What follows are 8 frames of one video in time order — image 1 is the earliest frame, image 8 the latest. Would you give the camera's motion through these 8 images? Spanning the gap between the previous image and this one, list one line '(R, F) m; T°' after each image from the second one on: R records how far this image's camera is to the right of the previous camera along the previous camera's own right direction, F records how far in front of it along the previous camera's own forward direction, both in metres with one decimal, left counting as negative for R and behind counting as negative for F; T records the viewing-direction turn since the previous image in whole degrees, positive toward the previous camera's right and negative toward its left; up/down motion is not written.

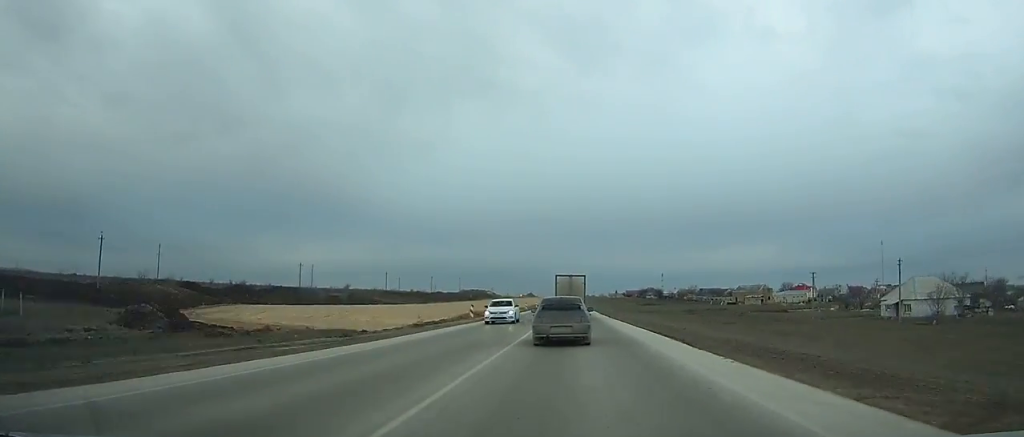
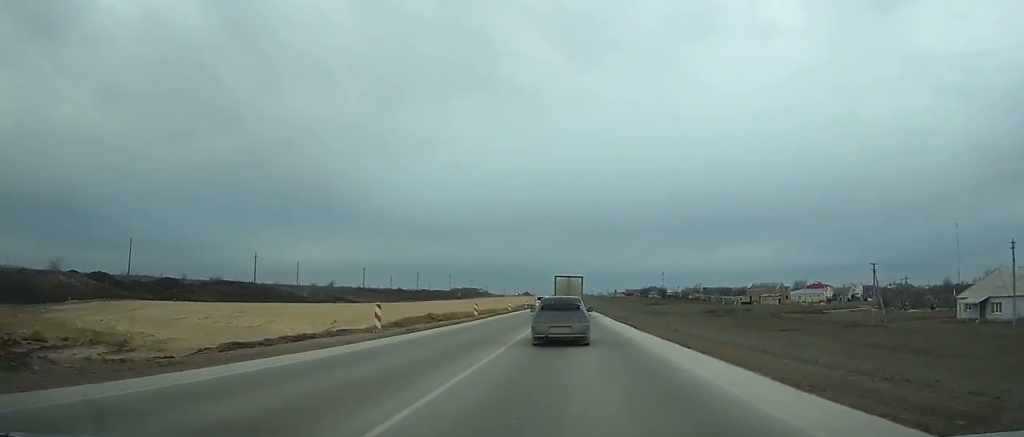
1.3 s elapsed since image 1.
(-0.1, +21.6) m; 0°
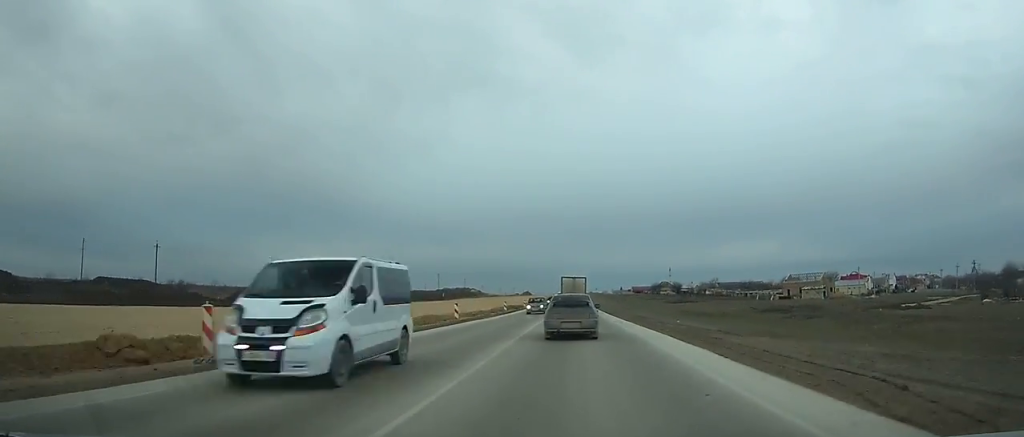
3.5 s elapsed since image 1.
(+0.3, +37.0) m; 0°
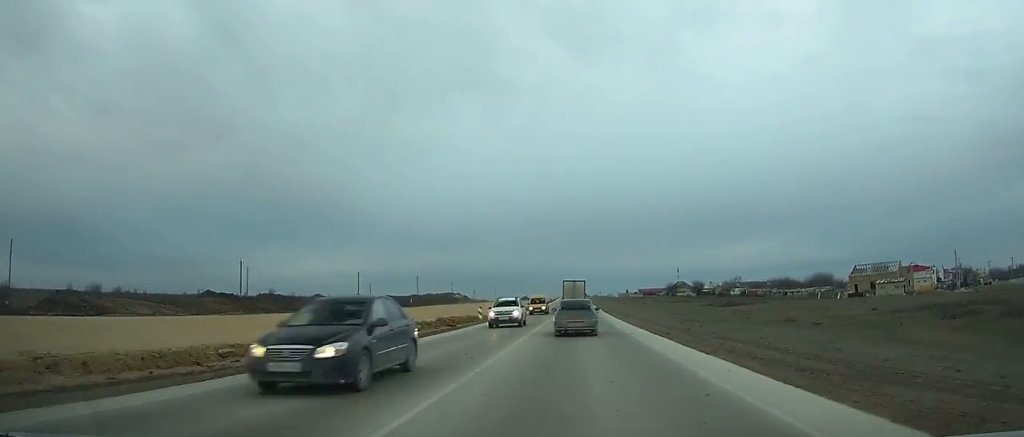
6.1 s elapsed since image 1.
(-0.1, +45.2) m; 0°
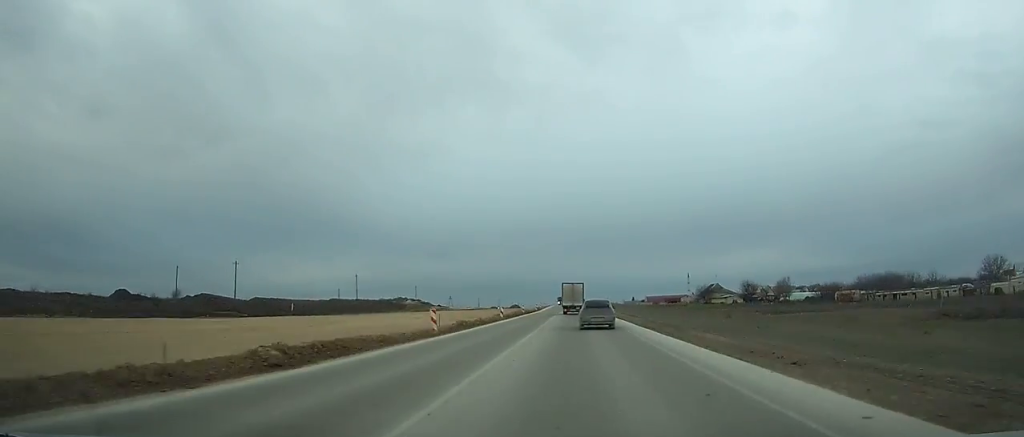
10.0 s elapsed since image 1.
(0.0, +71.1) m; 0°
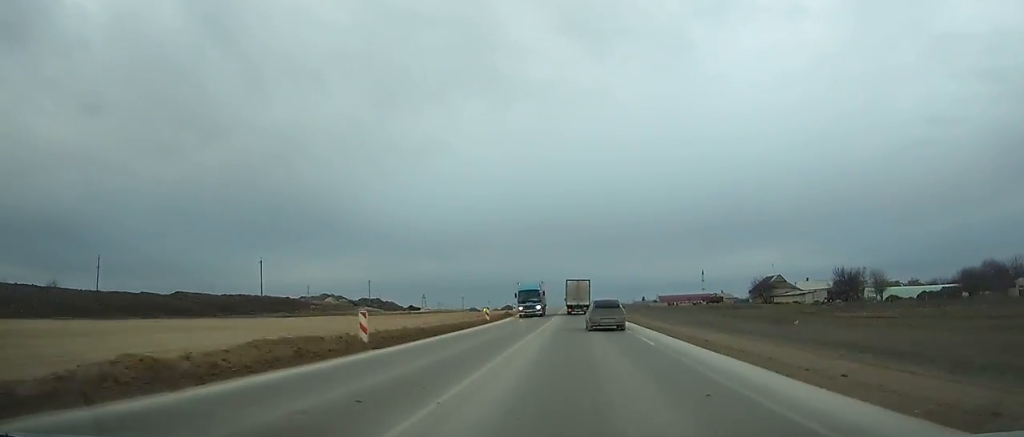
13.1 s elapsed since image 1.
(-0.1, +58.5) m; 0°
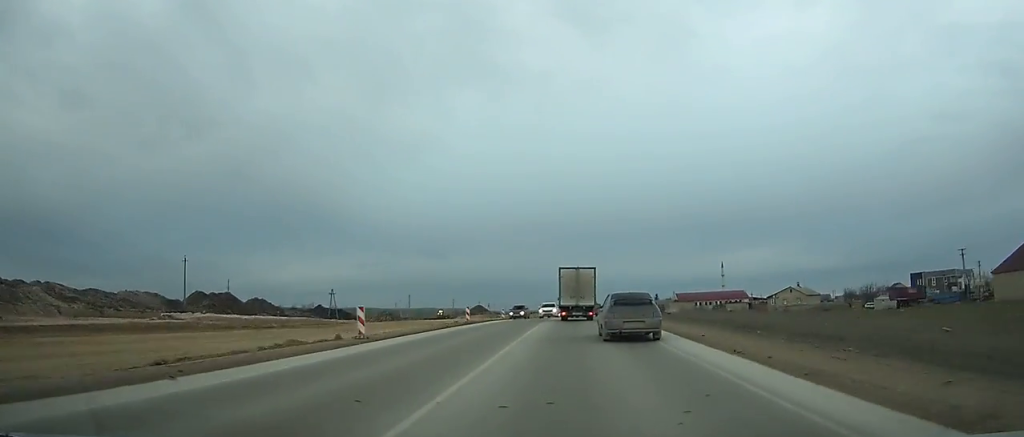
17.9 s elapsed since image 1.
(-0.1, +85.0) m; 0°
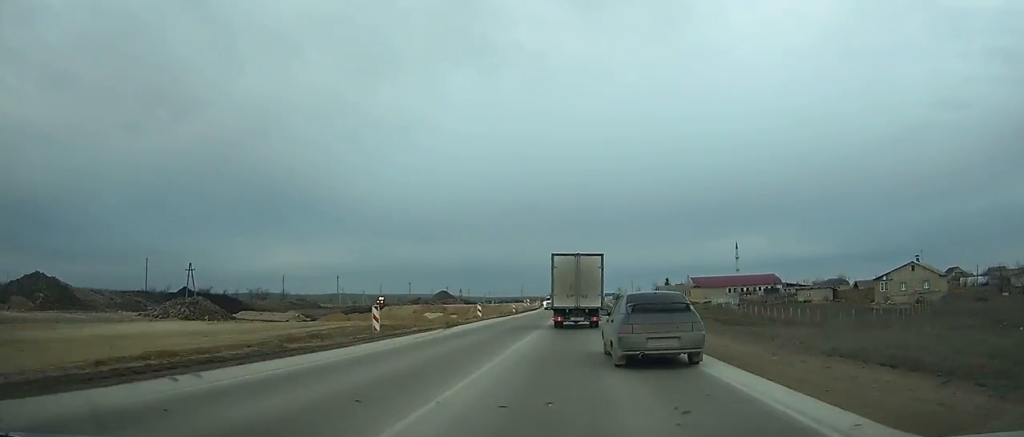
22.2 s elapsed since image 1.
(+1.1, +65.4) m; +3°
